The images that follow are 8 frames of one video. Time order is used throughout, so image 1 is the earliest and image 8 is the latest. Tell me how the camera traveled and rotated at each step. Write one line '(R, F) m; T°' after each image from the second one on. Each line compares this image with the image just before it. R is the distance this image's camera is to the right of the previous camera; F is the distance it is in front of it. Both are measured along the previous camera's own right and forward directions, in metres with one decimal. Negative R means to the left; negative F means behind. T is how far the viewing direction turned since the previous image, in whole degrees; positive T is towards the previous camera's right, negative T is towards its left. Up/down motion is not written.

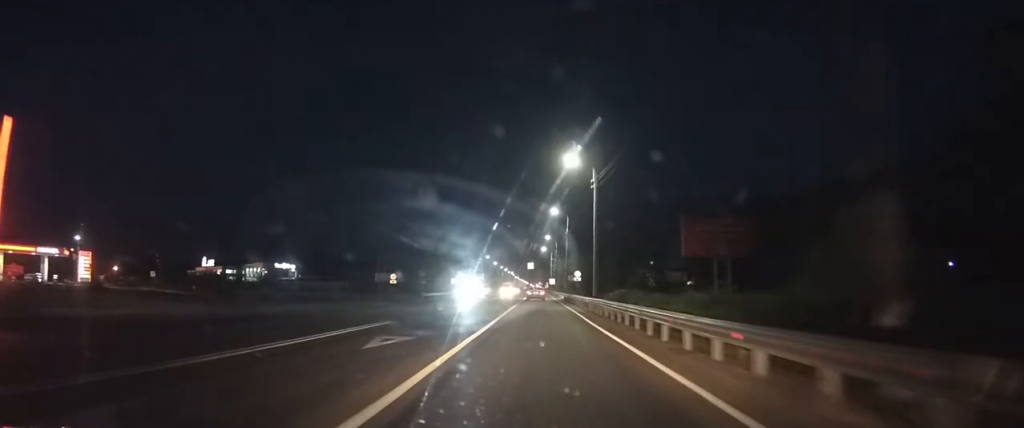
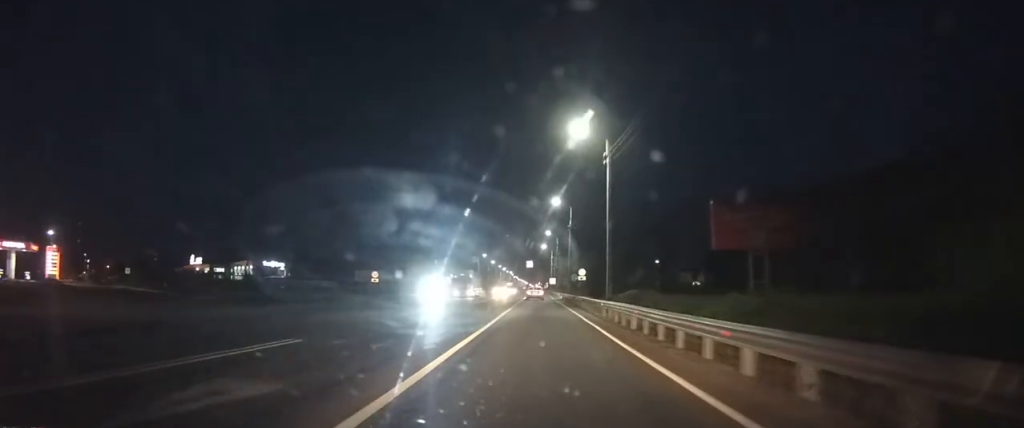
(0.0, +6.4) m; 0°
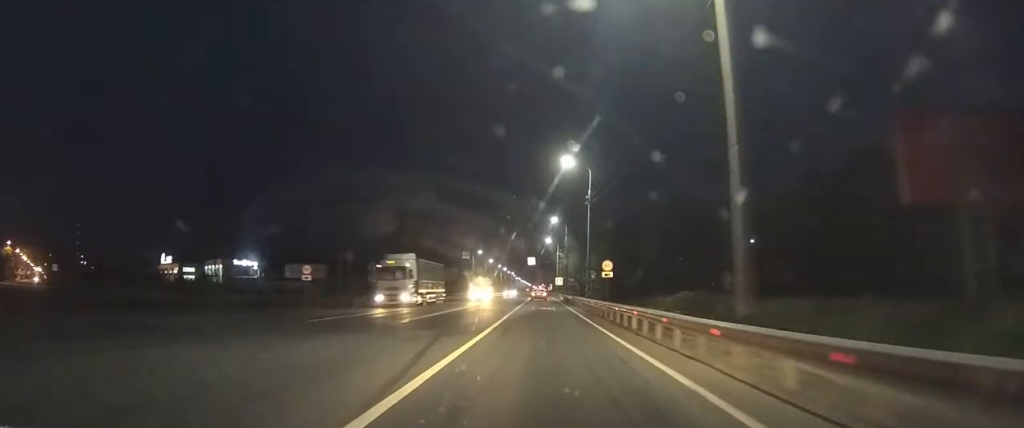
(+0.1, +17.0) m; 0°
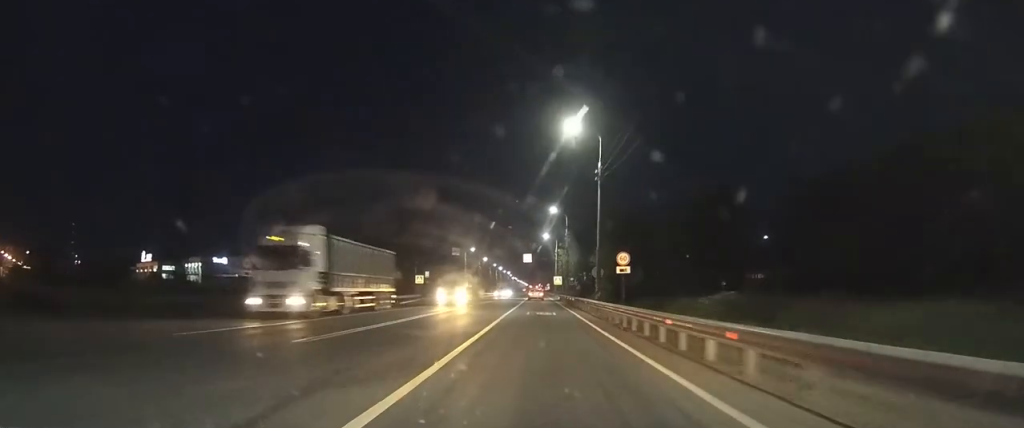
(0.0, +8.2) m; 0°
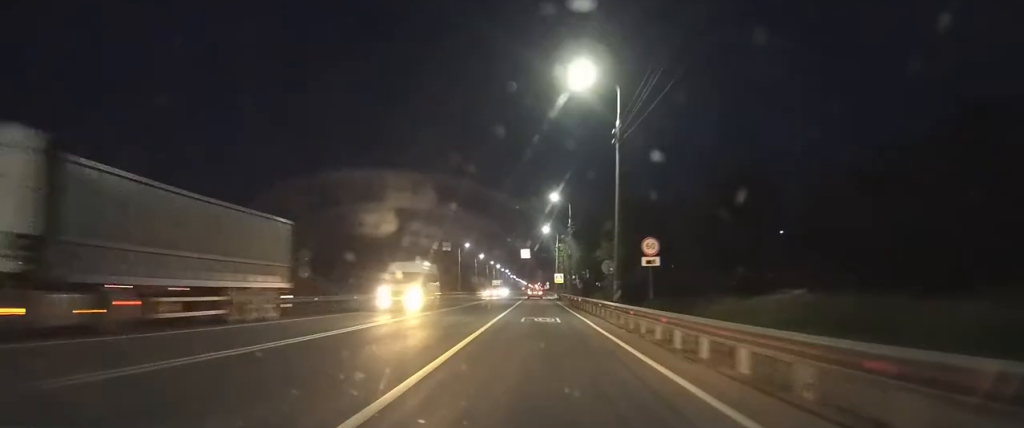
(0.0, +7.7) m; 0°
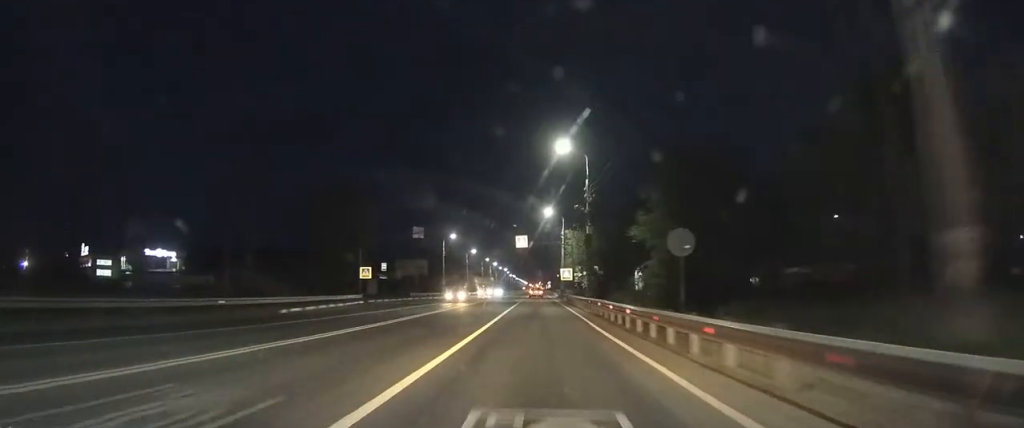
(-0.1, +20.3) m; -1°
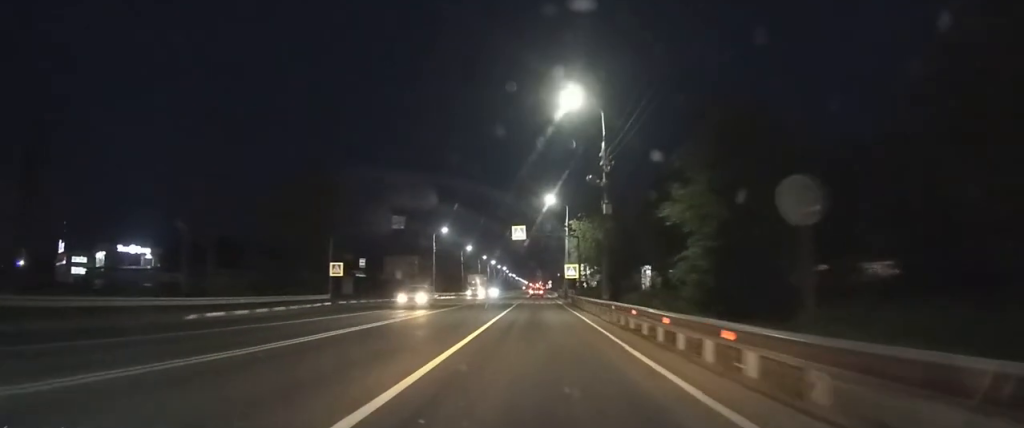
(-0.1, +10.1) m; 0°
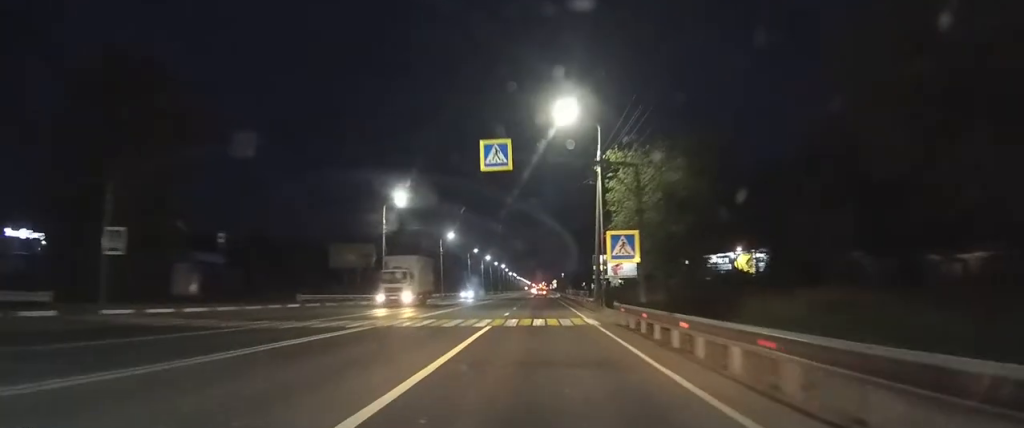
(-0.2, +32.2) m; 0°
